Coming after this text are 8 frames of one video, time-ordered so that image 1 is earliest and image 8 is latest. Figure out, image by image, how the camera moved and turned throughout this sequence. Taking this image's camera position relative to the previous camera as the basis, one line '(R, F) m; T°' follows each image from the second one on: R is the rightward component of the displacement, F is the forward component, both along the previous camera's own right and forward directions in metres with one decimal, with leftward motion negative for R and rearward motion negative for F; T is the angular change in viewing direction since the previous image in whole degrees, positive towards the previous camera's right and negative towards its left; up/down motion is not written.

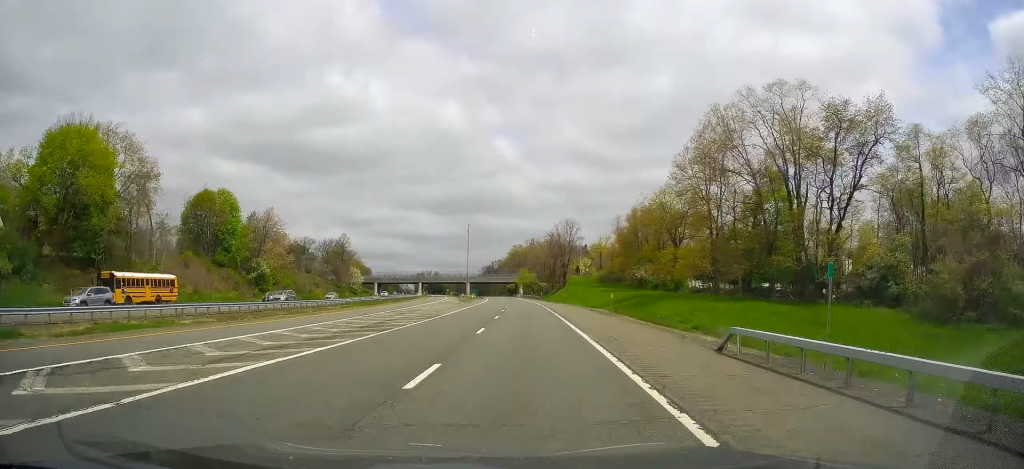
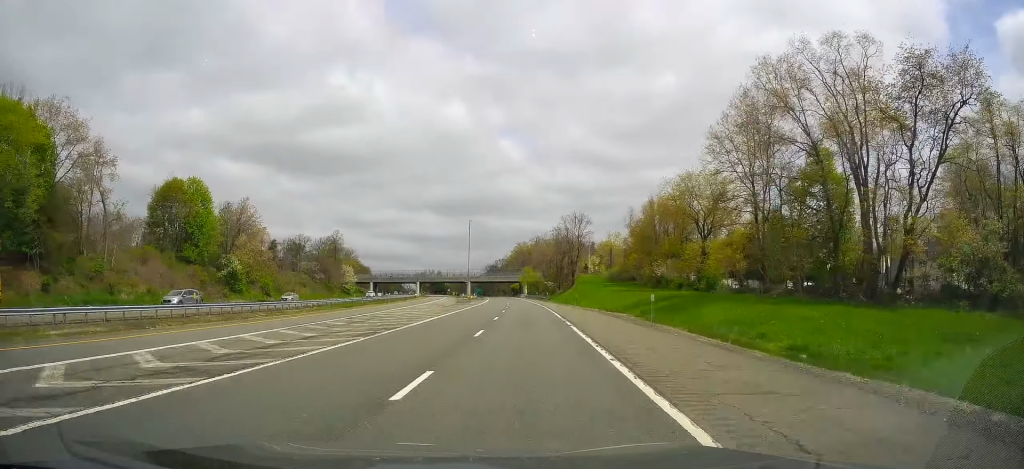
(-0.2, +13.1) m; 0°
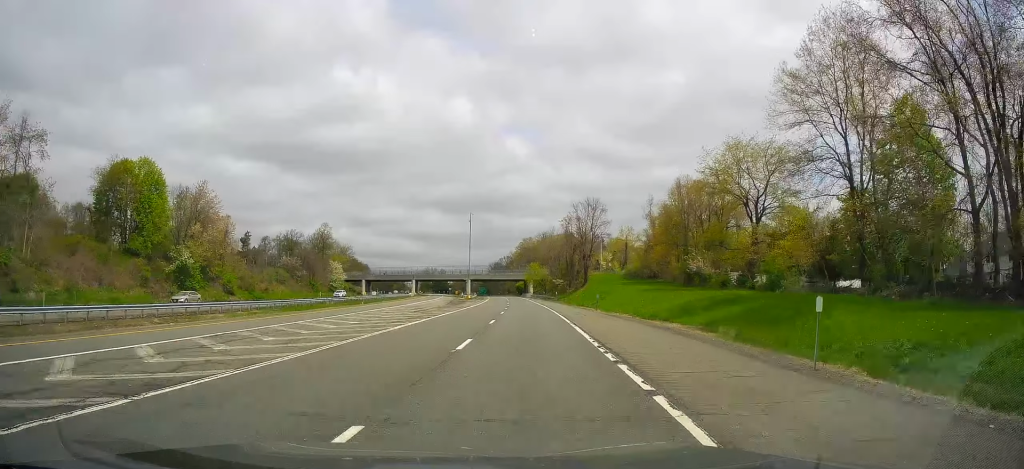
(-0.2, +17.2) m; 0°
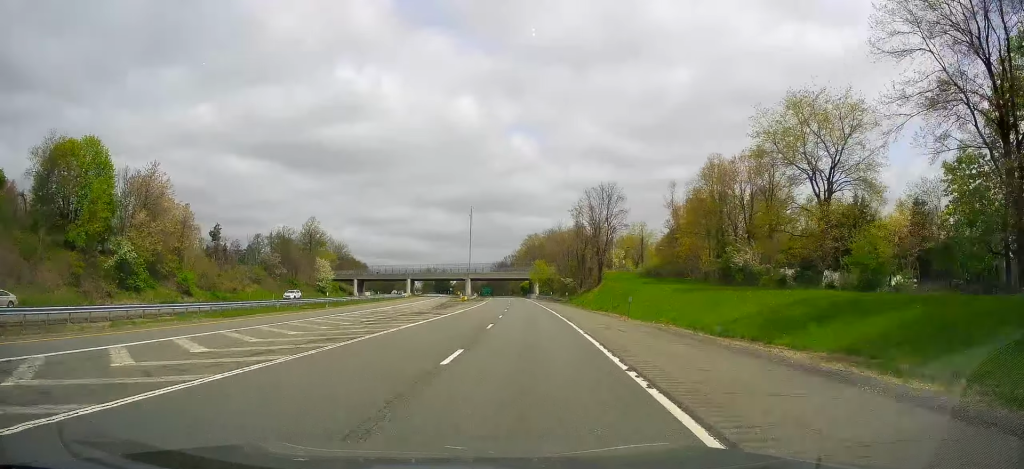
(+0.1, +15.1) m; 0°
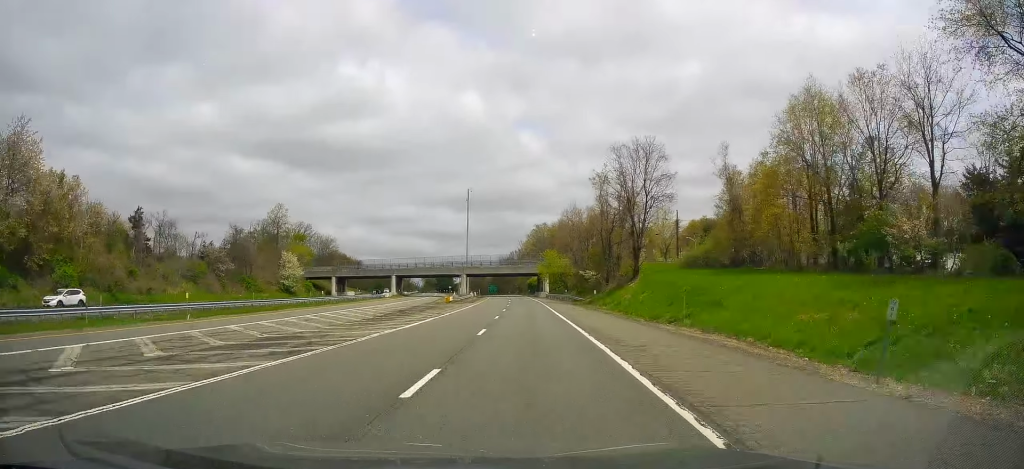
(-0.2, +27.3) m; -1°
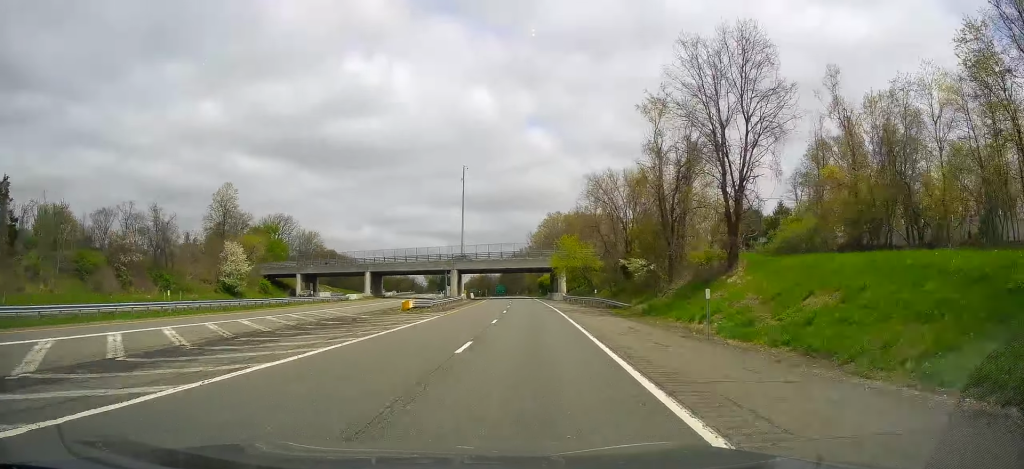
(-0.3, +30.3) m; -1°
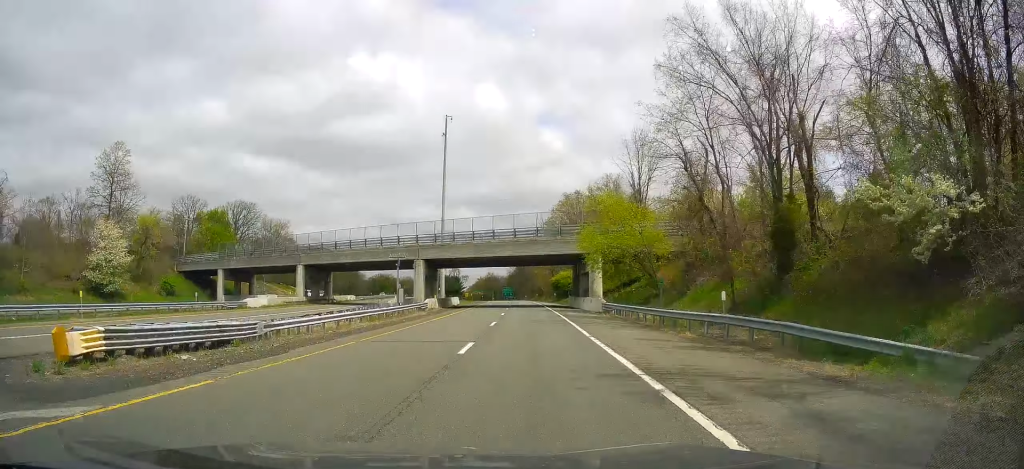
(-0.7, +37.5) m; -1°
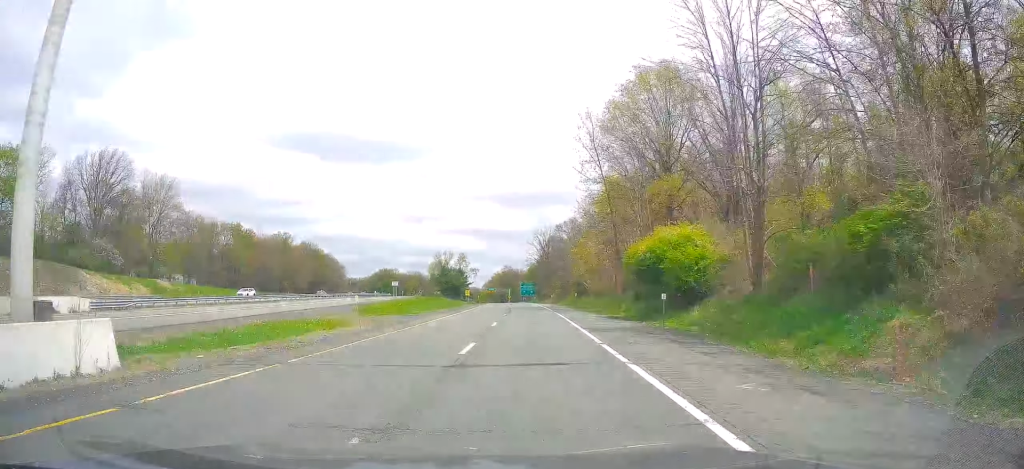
(-0.9, +73.7) m; -2°
